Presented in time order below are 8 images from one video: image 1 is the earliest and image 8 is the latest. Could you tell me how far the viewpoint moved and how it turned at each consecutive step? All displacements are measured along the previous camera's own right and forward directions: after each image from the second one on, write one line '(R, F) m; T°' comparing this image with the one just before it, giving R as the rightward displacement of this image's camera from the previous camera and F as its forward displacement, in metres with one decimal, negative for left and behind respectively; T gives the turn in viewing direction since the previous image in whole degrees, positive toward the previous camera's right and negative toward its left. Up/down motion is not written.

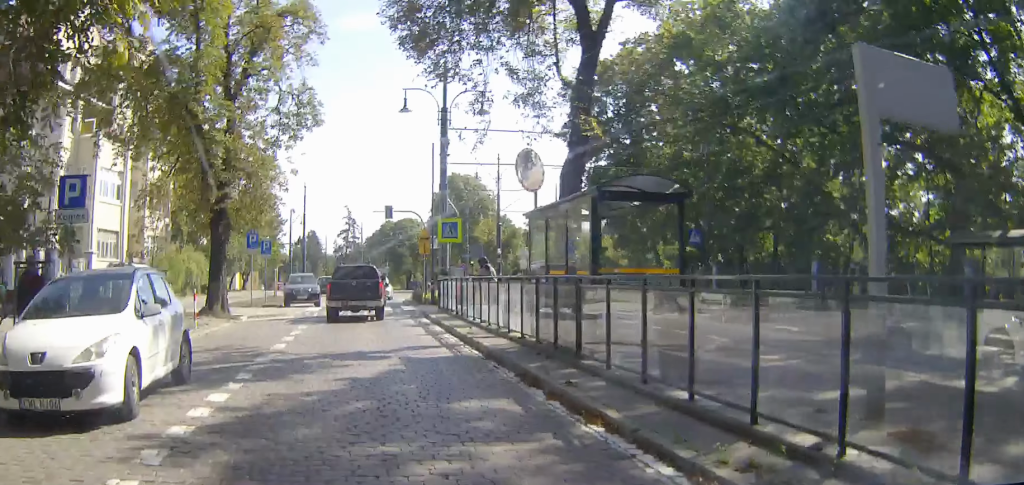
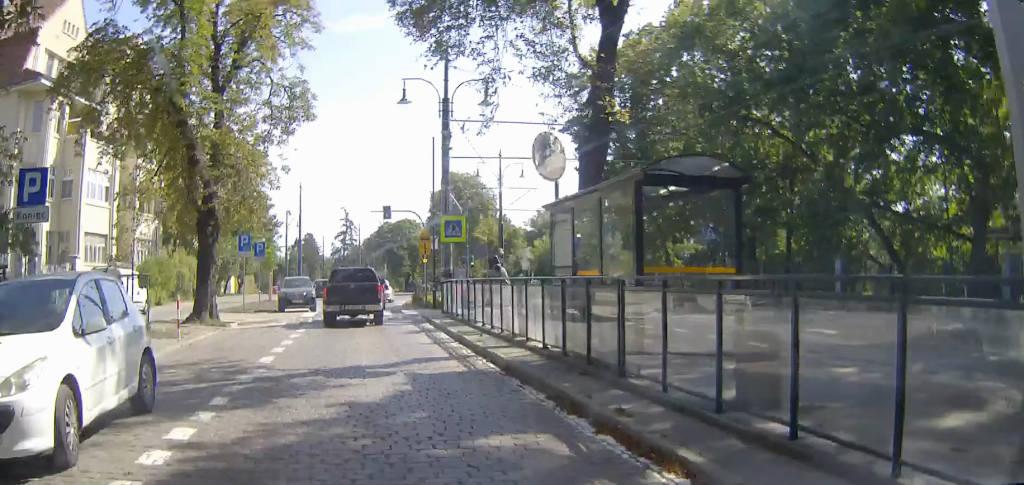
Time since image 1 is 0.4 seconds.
(0.0, +2.1) m; -1°
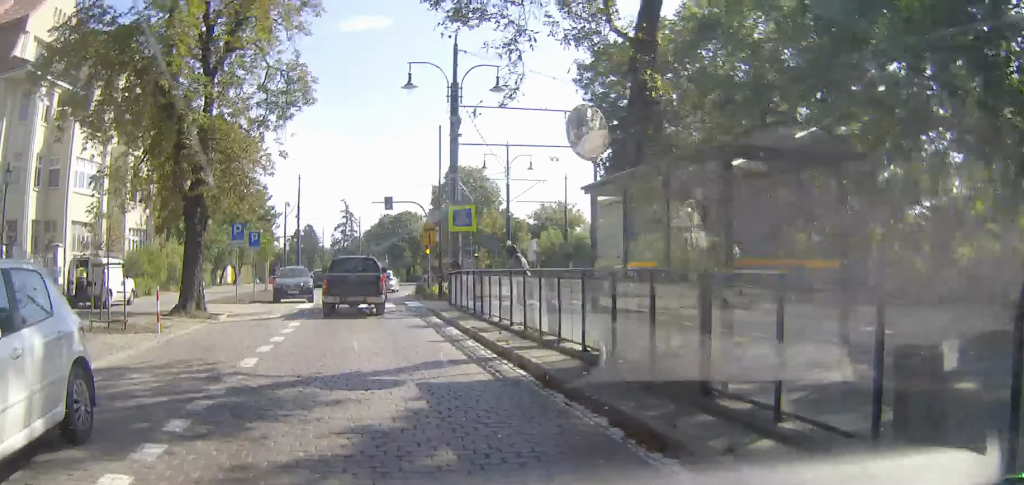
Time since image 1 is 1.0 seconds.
(+0.1, +2.6) m; -1°
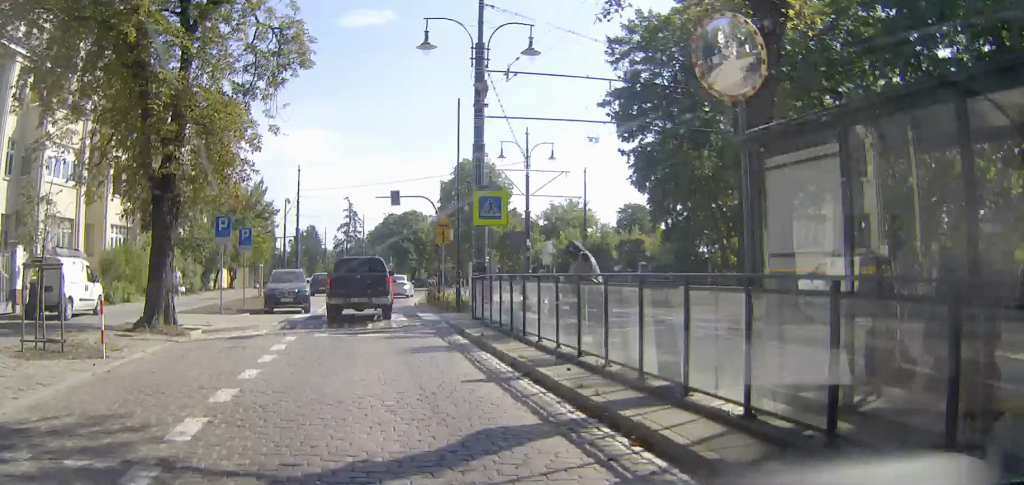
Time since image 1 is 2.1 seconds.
(-0.3, +5.0) m; -4°
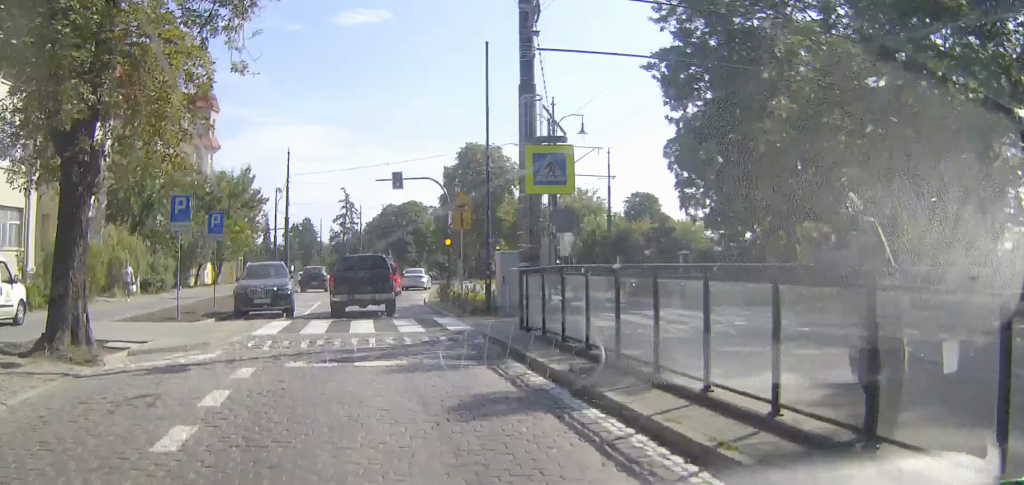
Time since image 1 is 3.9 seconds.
(-0.1, +7.3) m; -1°
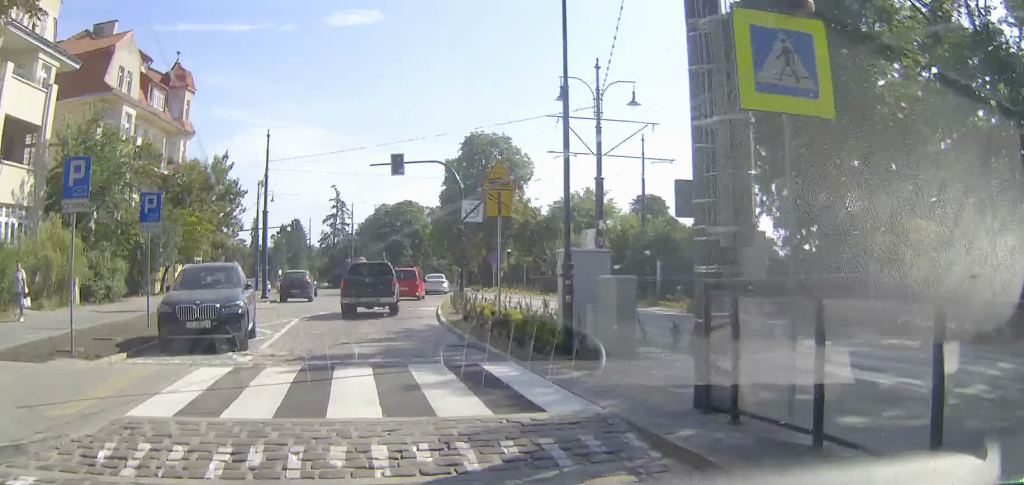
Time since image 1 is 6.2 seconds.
(+0.1, +8.7) m; +2°
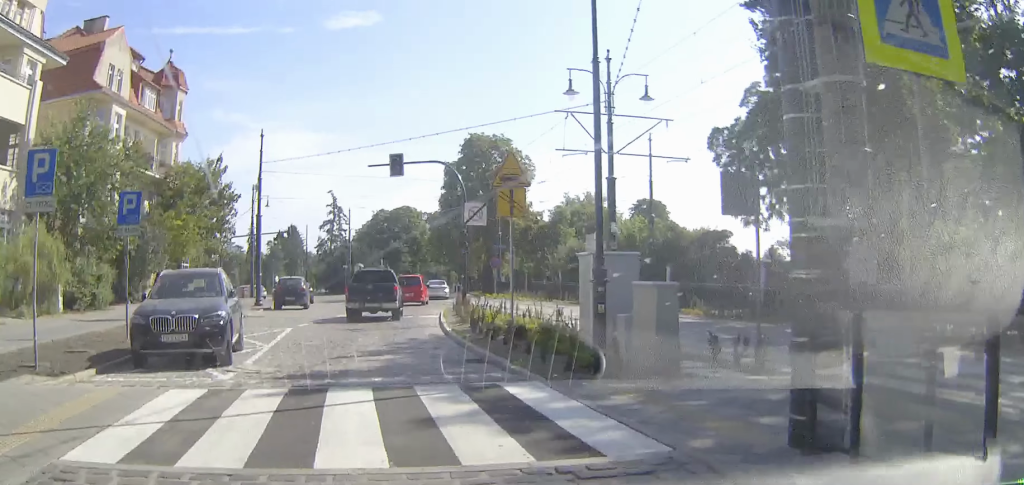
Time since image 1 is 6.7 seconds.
(0.0, +1.8) m; 0°
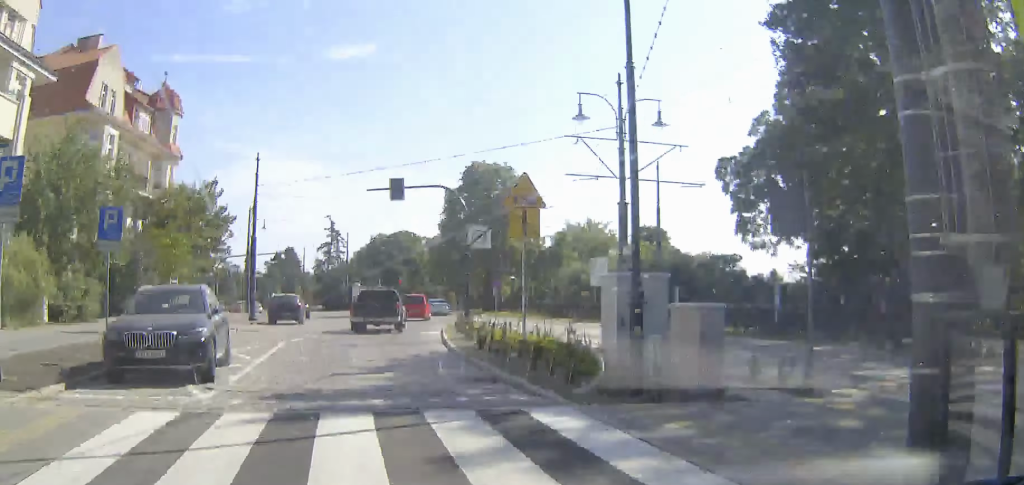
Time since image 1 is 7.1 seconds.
(0.0, +1.6) m; 0°
